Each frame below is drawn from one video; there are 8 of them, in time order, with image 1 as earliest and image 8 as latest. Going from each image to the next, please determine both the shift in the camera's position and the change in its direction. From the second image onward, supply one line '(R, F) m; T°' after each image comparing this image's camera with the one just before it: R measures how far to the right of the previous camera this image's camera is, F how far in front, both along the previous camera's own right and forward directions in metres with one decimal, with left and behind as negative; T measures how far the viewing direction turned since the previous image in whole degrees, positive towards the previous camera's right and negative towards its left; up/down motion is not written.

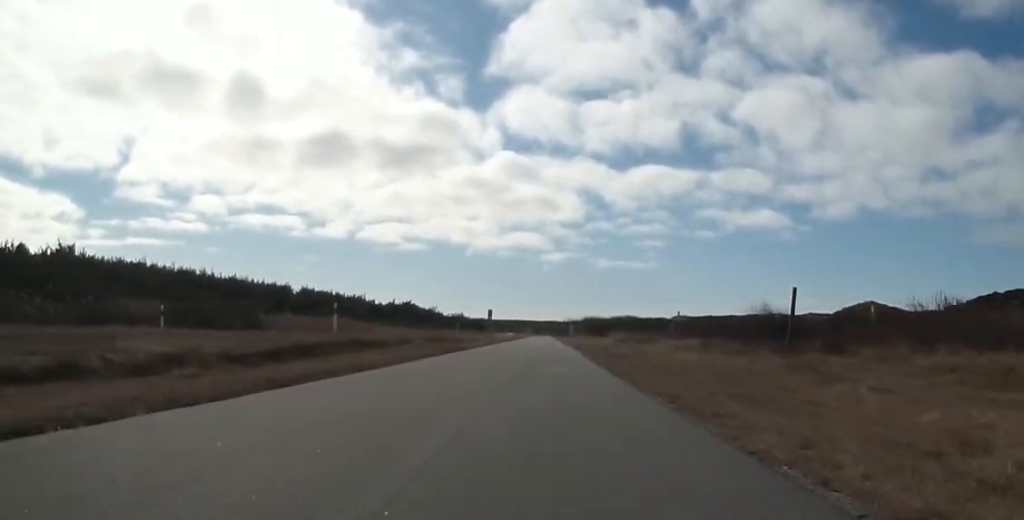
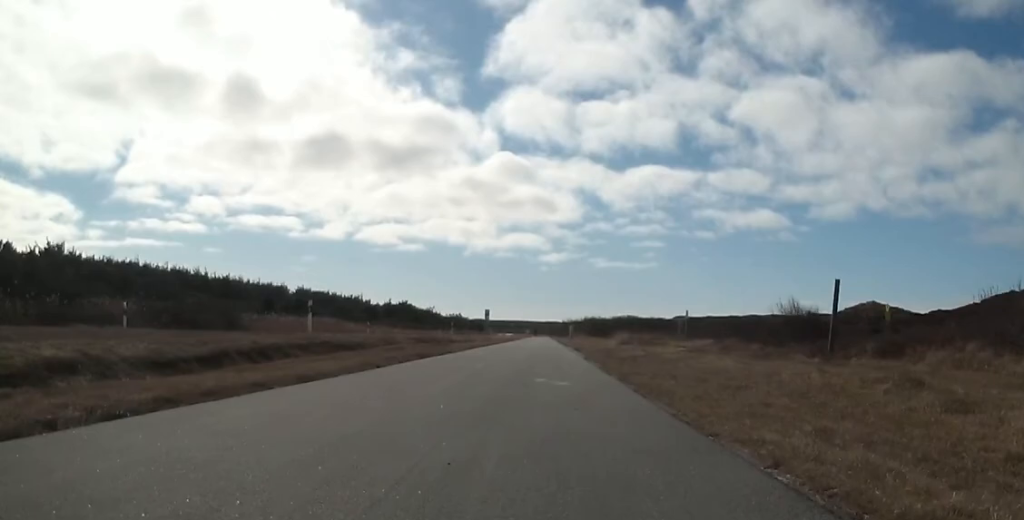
(-0.1, +3.2) m; +3°
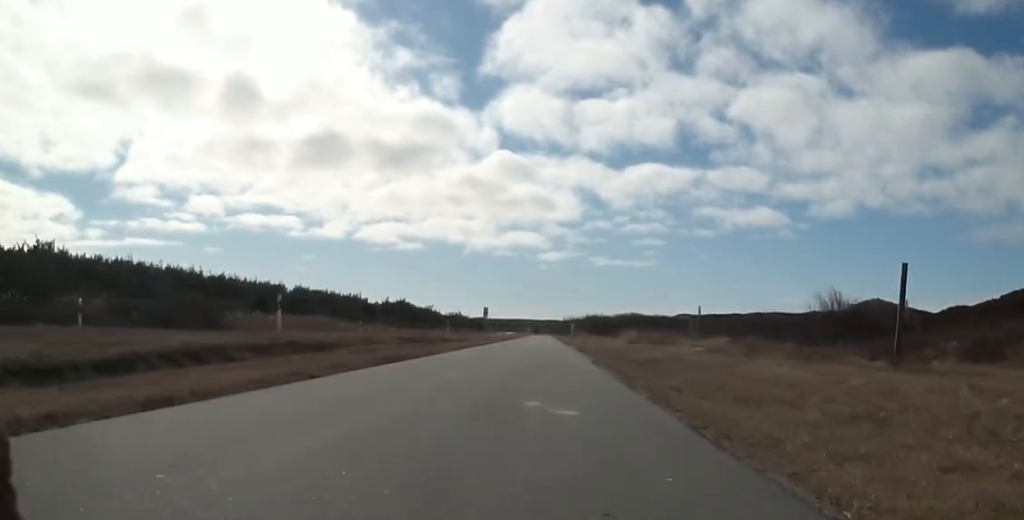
(+0.1, +3.4) m; +2°
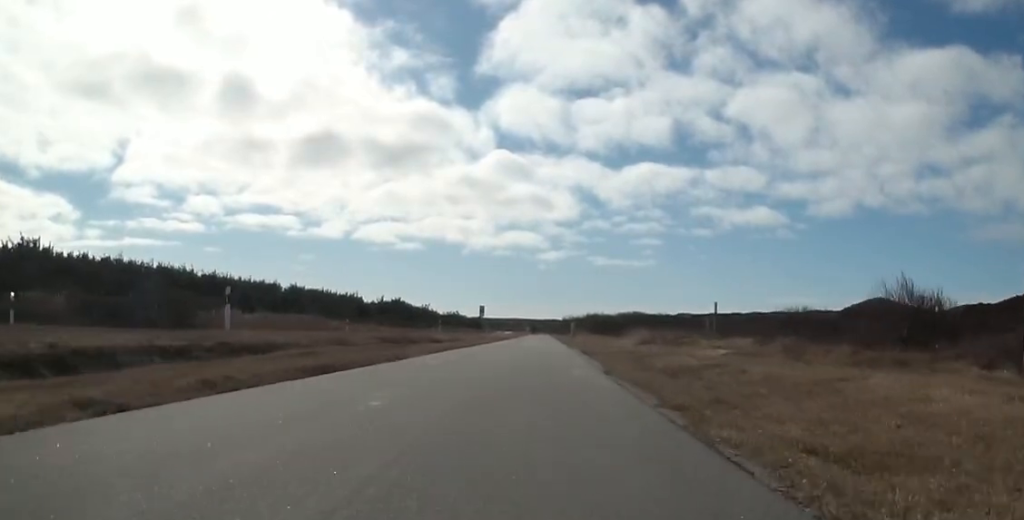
(+0.5, +4.1) m; 0°
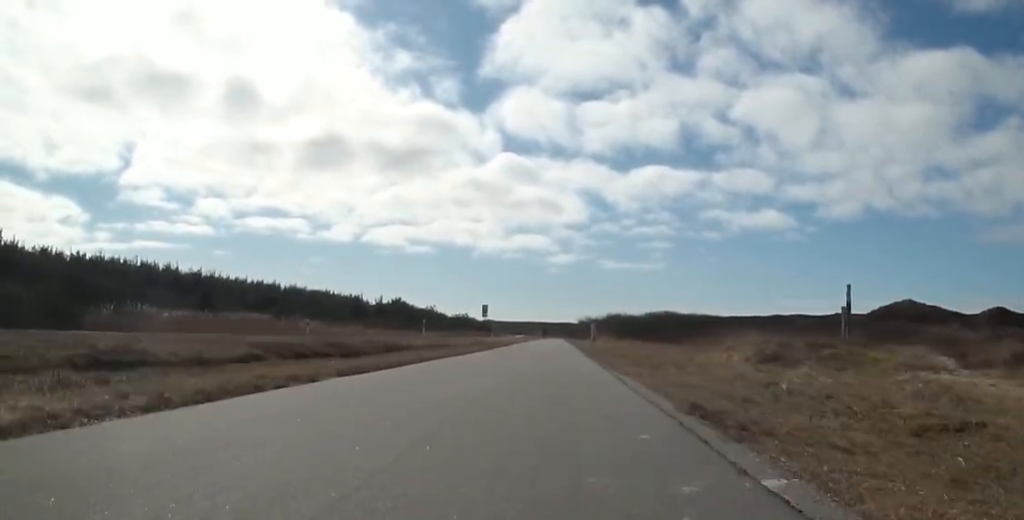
(-1.3, +13.9) m; -1°
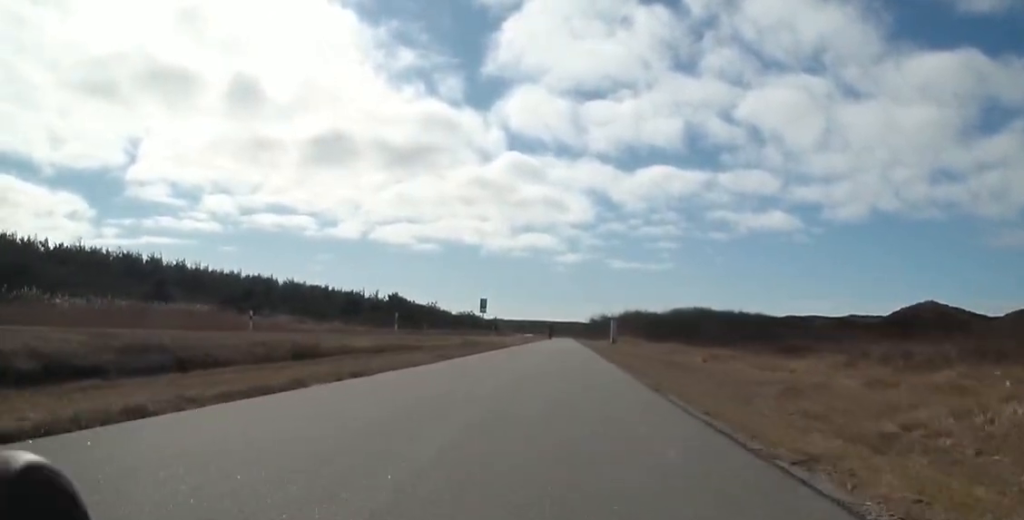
(+0.4, +11.5) m; +1°
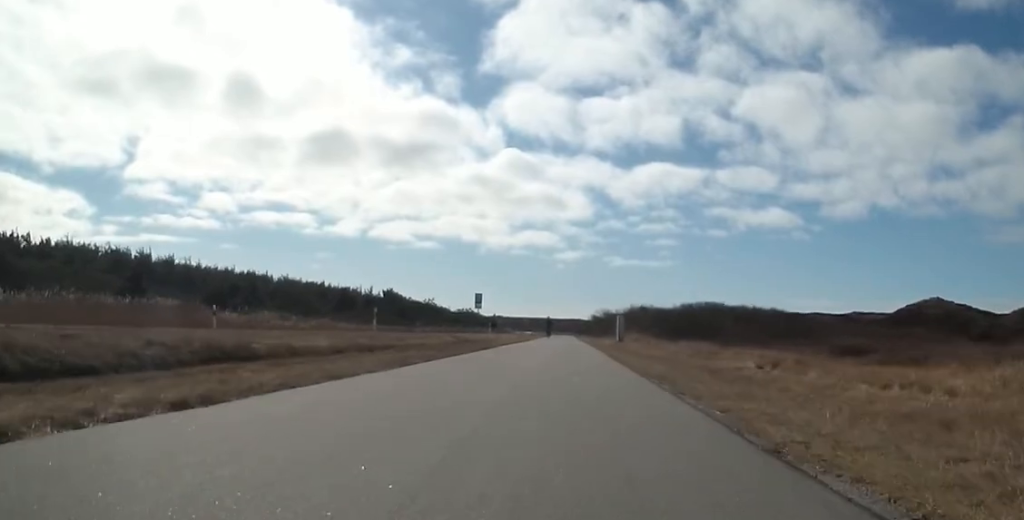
(-0.1, +4.5) m; 0°
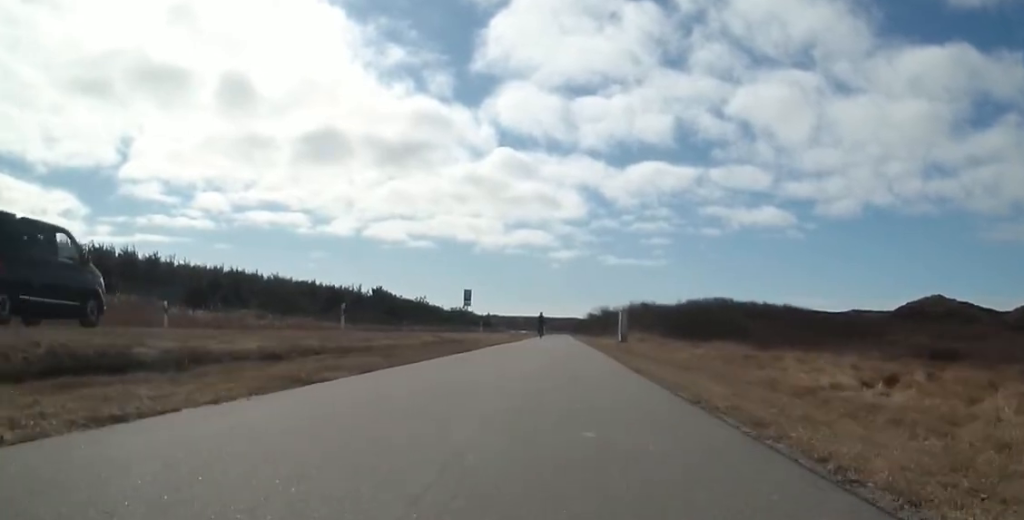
(+0.5, +4.3) m; 0°
